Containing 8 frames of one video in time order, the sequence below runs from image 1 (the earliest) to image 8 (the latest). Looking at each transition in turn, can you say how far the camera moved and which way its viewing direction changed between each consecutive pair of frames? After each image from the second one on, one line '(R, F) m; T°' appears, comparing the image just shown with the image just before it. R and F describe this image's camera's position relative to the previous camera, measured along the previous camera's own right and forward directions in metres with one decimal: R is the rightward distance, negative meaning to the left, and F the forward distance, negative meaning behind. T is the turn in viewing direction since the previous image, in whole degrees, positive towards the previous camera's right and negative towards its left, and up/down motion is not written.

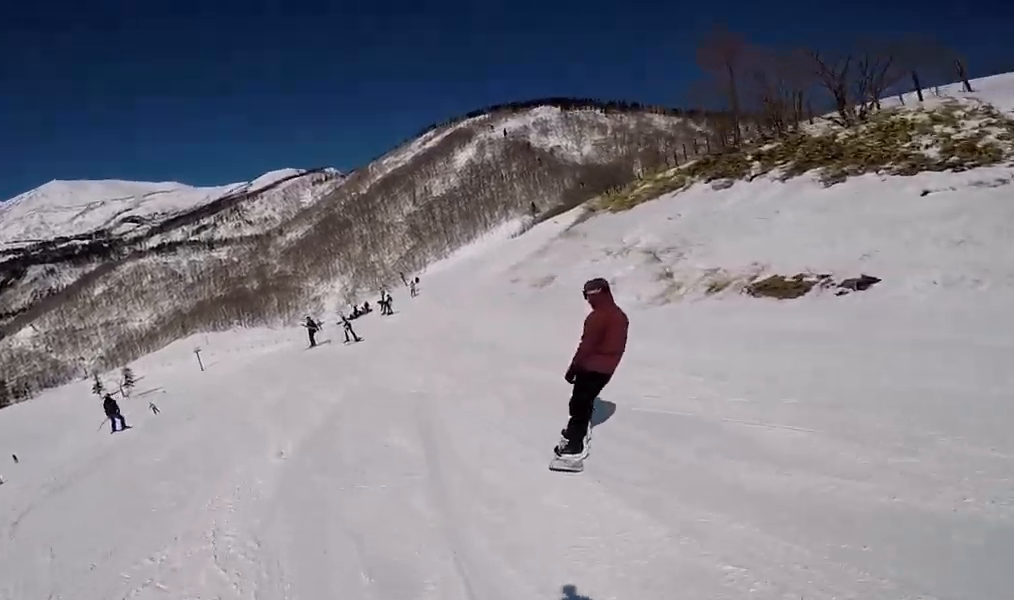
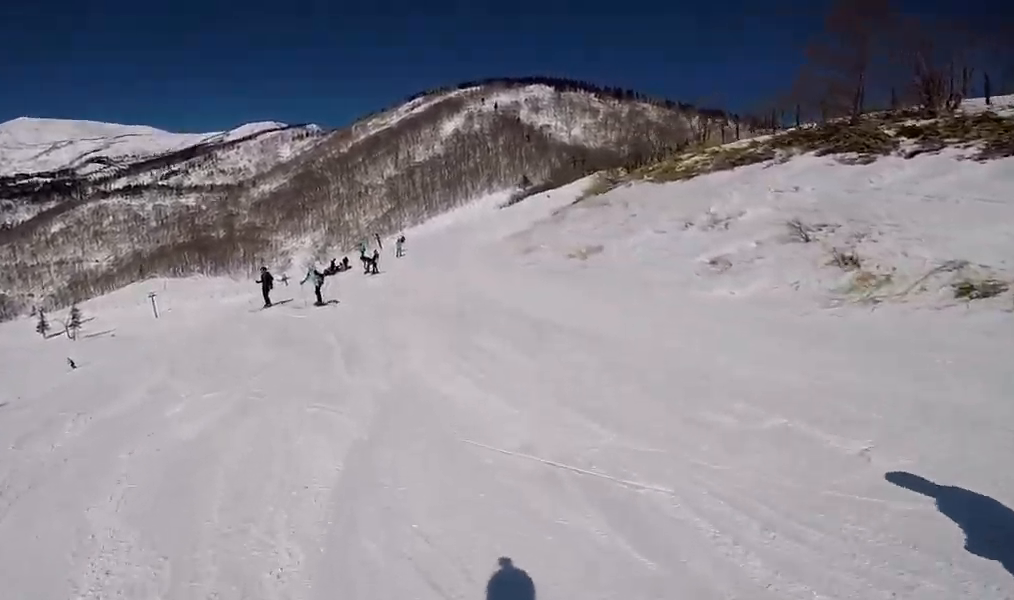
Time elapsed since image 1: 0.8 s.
(+0.9, +5.8) m; +14°
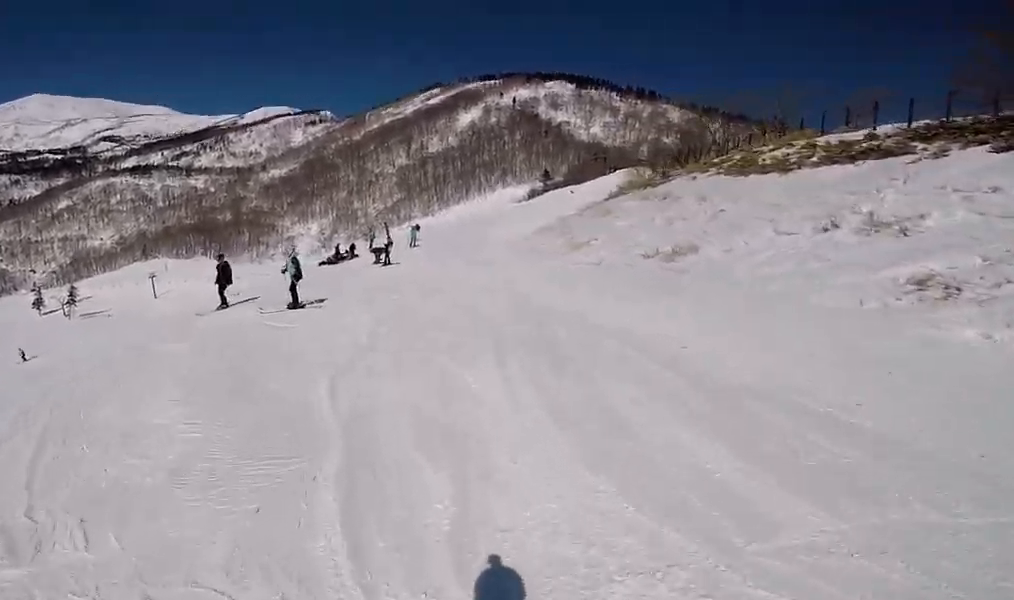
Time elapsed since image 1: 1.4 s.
(+0.5, +4.7) m; +8°
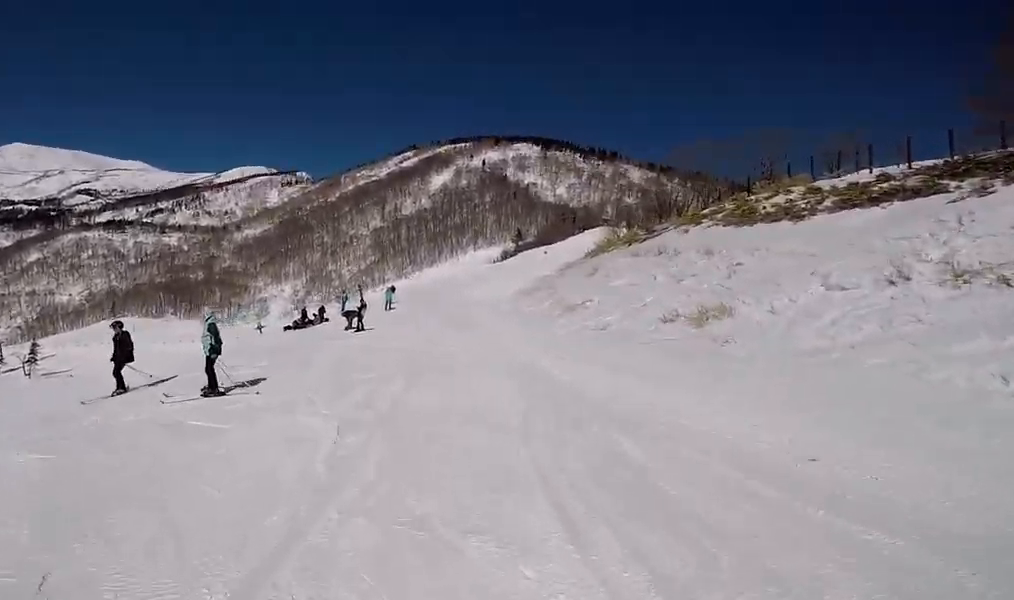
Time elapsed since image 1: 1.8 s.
(+0.4, +3.1) m; +3°
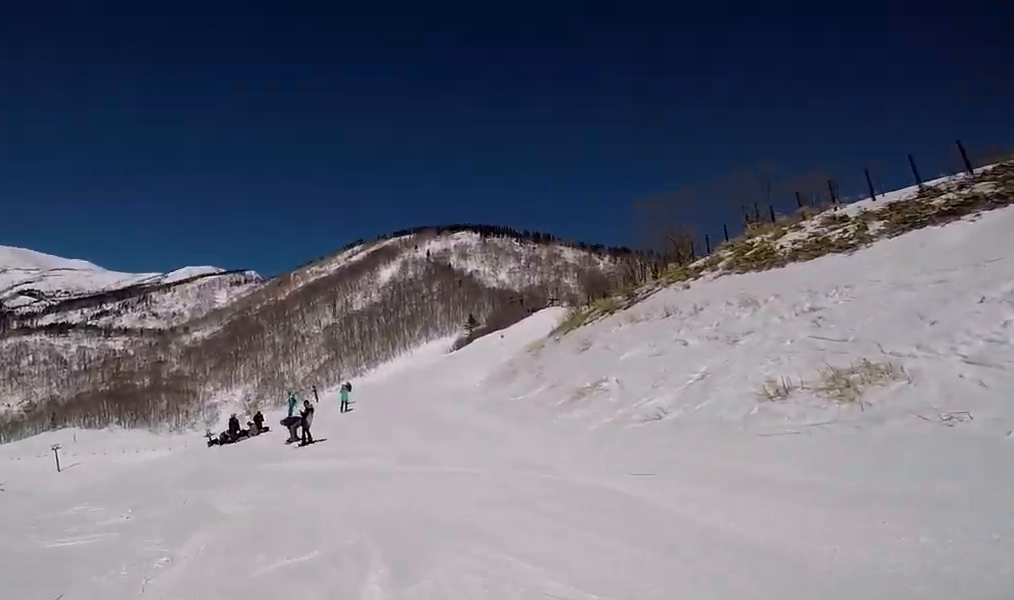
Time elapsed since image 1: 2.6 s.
(+0.1, +5.6) m; 0°
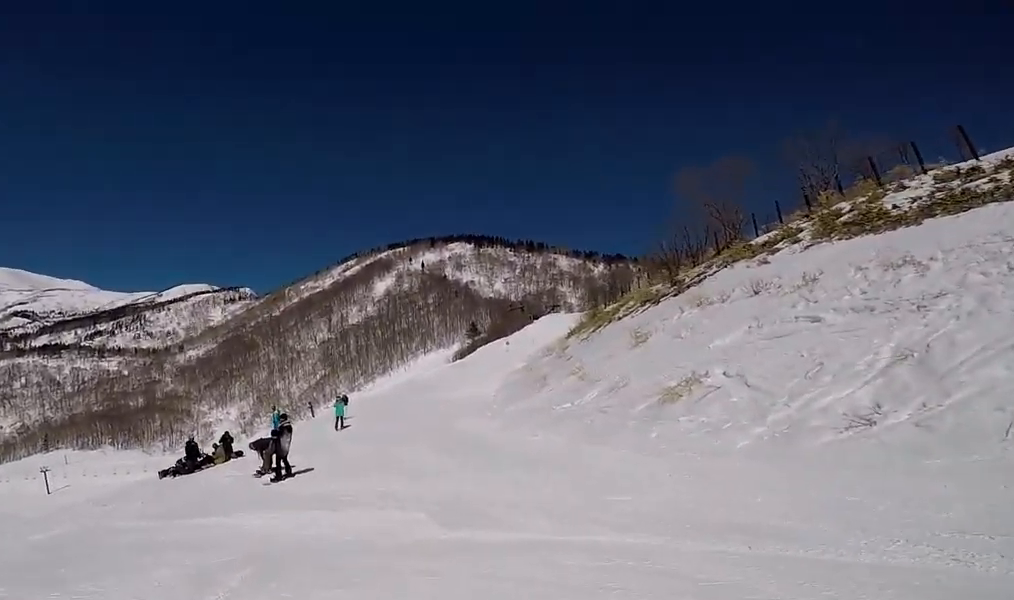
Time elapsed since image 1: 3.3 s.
(-0.1, +4.8) m; -2°
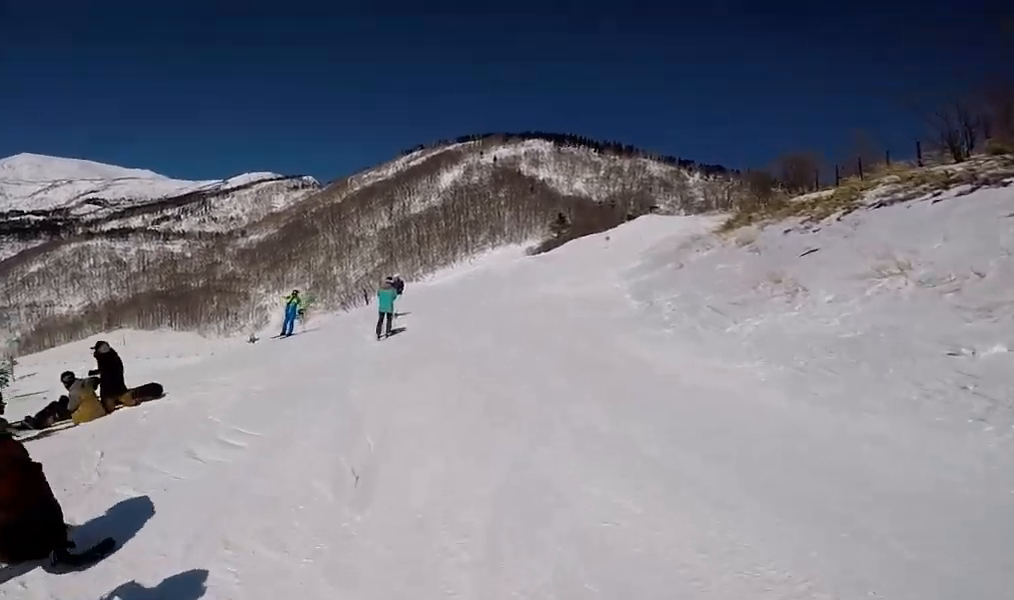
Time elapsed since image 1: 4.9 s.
(0.0, +10.0) m; +6°
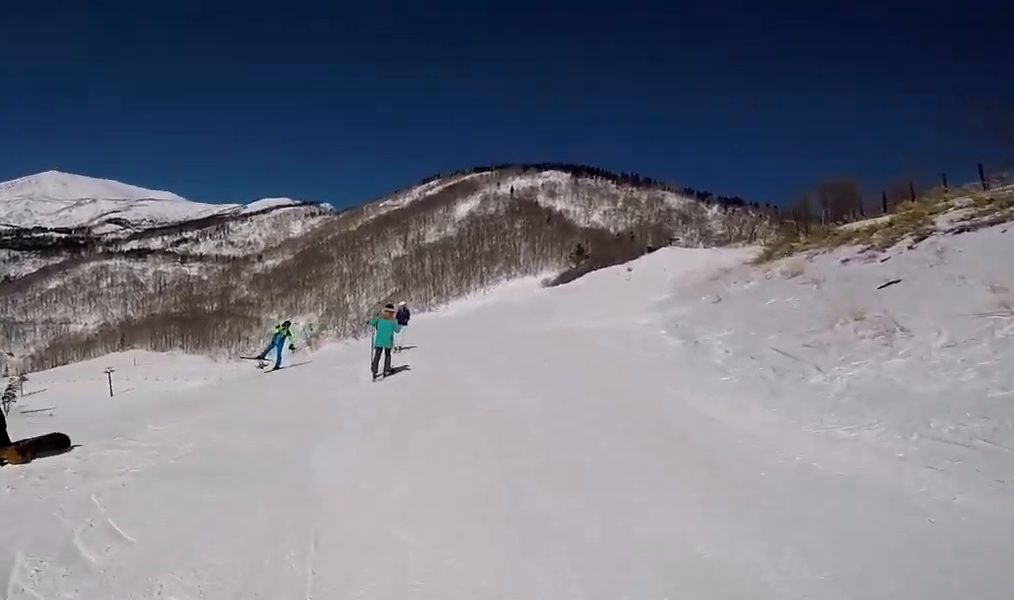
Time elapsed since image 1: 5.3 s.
(+0.1, +2.0) m; +3°
